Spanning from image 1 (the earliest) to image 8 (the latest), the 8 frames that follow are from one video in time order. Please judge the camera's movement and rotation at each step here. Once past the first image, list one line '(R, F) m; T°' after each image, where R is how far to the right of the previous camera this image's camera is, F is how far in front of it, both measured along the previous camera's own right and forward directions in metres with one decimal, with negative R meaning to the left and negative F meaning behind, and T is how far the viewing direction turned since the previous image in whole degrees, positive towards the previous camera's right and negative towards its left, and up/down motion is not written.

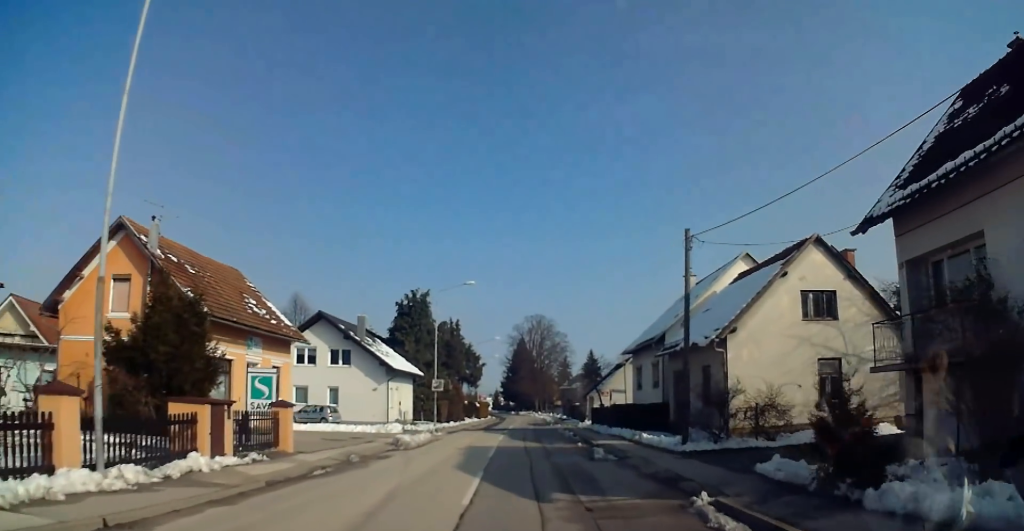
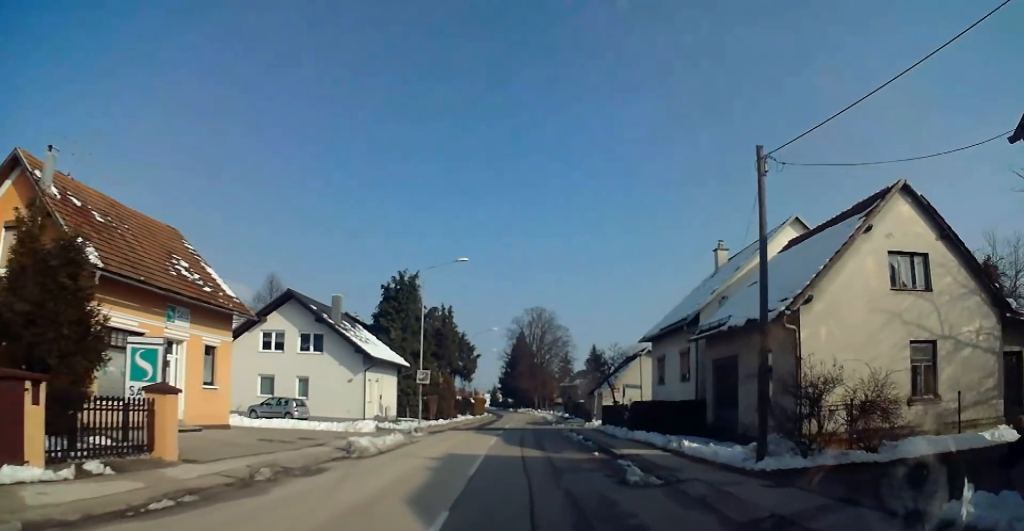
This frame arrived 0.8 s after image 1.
(+0.2, +6.5) m; -1°
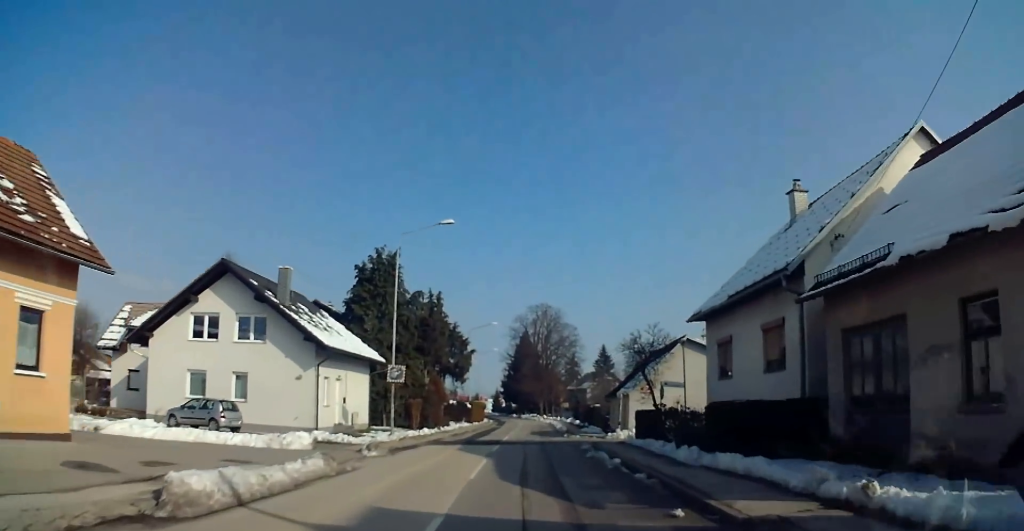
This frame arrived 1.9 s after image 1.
(-0.4, +10.0) m; -2°
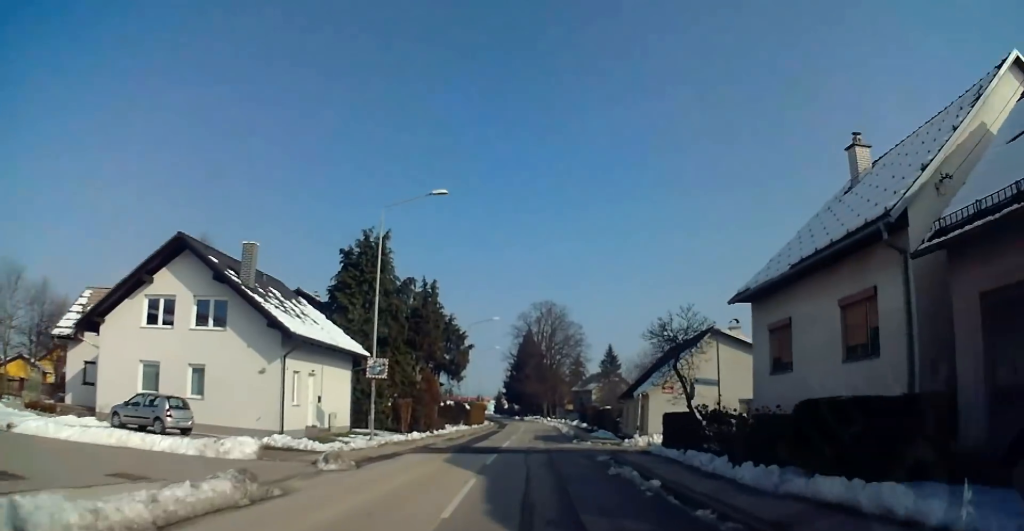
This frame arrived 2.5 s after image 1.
(+0.1, +4.9) m; +1°
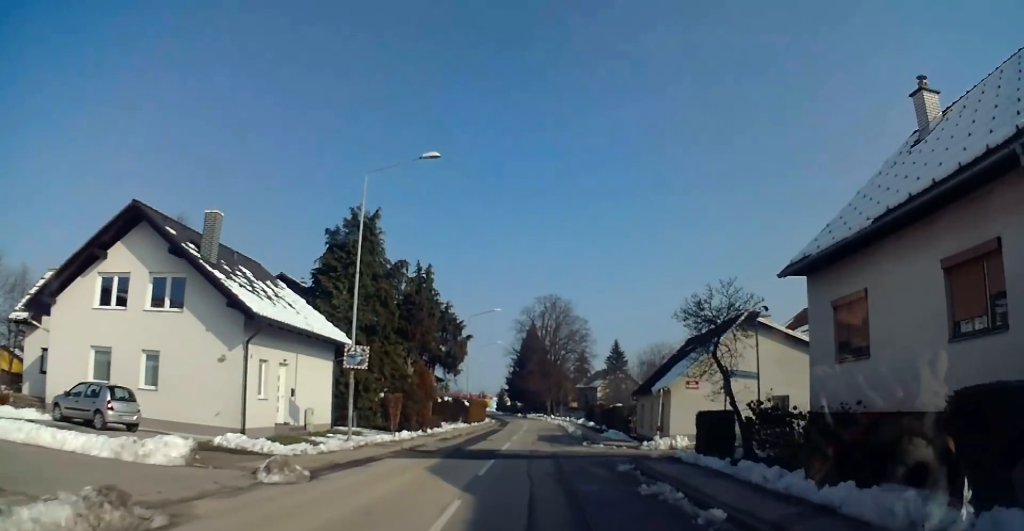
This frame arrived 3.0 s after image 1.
(+0.1, +4.0) m; +1°
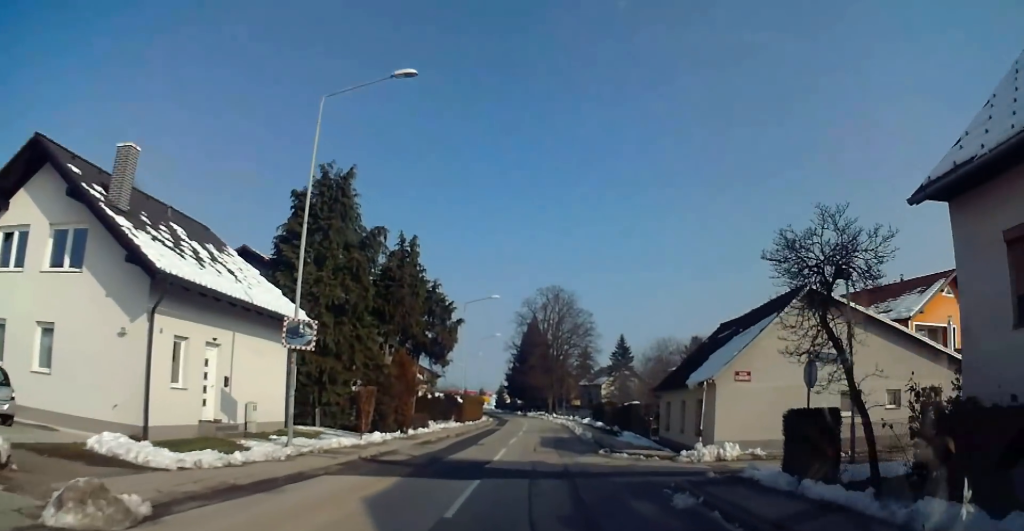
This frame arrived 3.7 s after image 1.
(0.0, +6.3) m; 0°
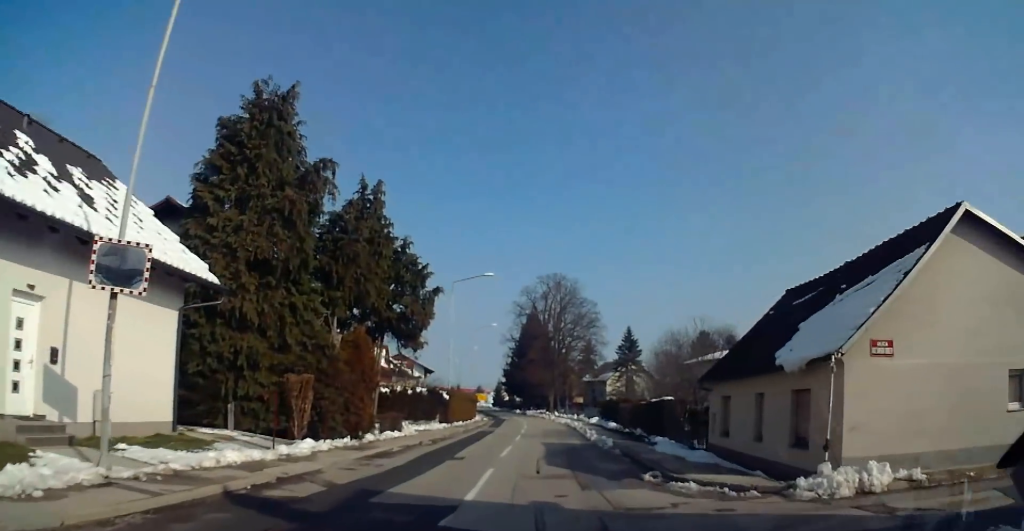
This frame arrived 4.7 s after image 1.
(0.0, +8.5) m; 0°
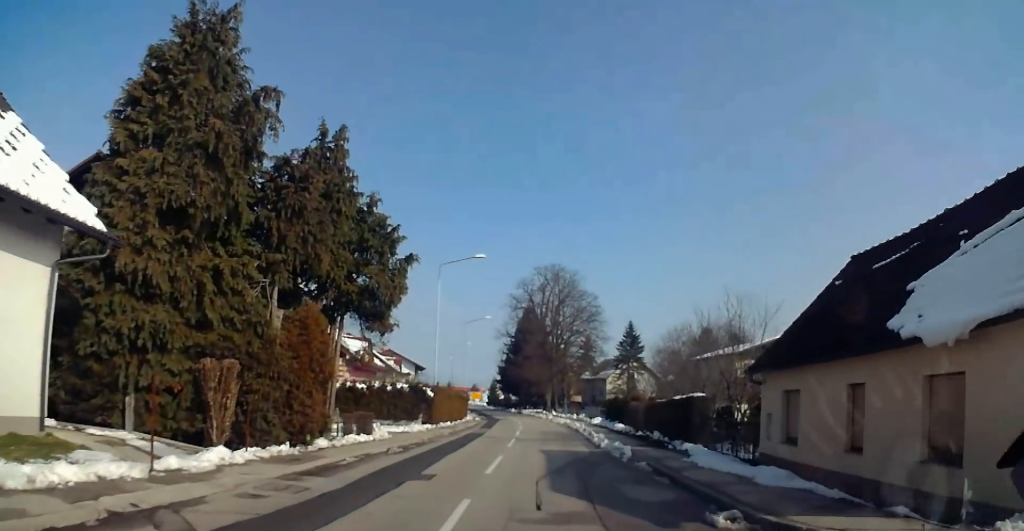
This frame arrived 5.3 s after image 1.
(0.0, +5.4) m; 0°
